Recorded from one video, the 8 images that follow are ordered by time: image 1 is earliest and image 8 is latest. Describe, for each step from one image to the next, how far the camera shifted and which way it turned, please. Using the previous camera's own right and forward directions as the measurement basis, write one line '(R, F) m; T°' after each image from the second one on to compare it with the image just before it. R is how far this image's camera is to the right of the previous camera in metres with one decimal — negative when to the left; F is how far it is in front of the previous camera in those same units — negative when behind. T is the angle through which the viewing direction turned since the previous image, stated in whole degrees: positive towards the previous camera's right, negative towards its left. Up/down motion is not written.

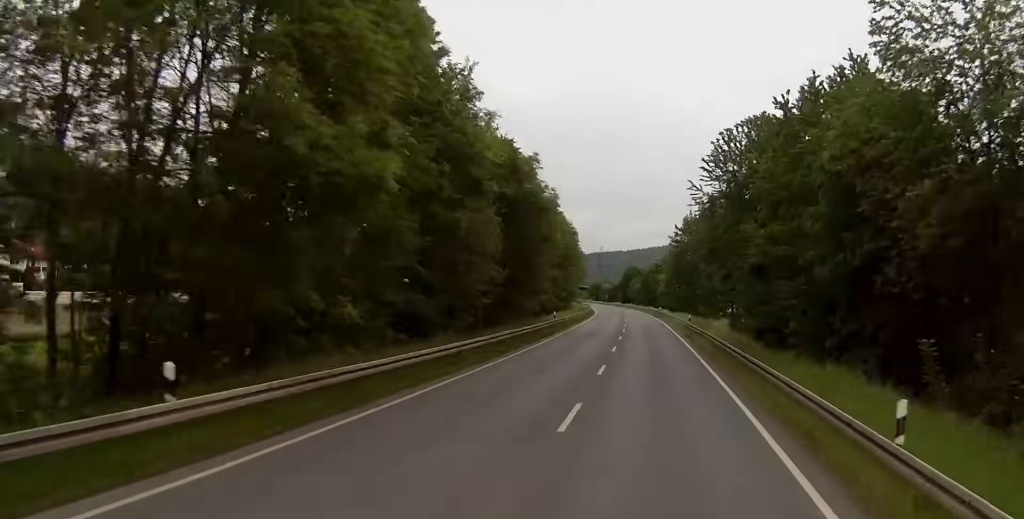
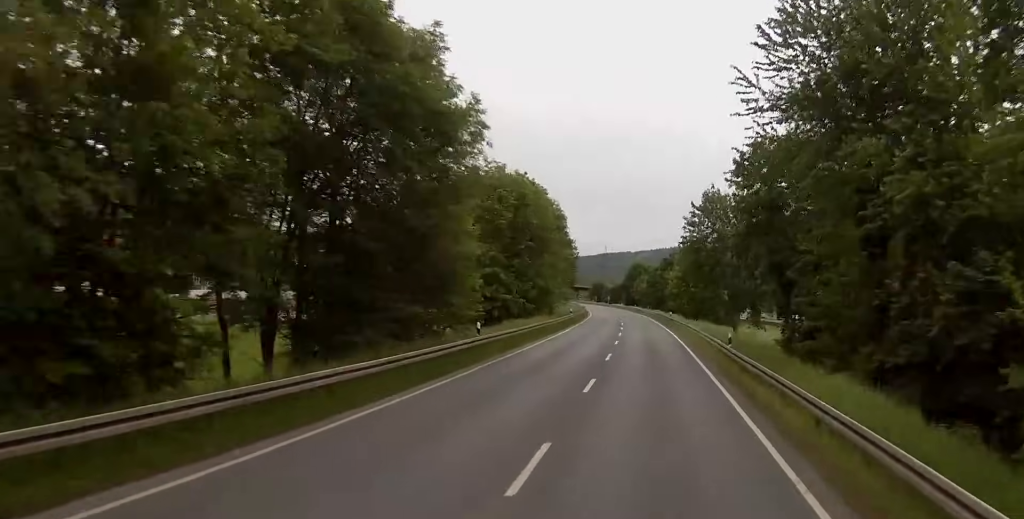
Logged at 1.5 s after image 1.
(-0.6, +28.9) m; -2°
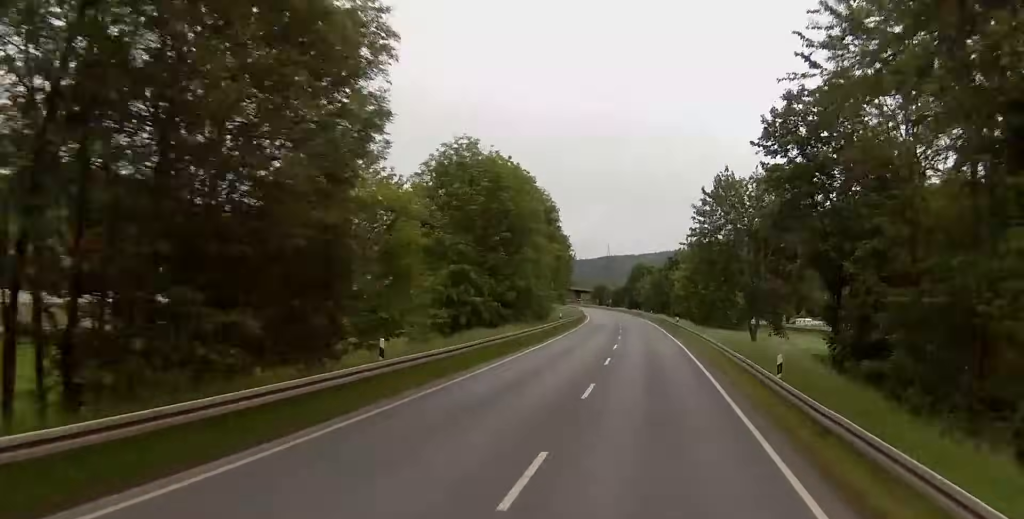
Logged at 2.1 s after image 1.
(-0.2, +12.5) m; 0°
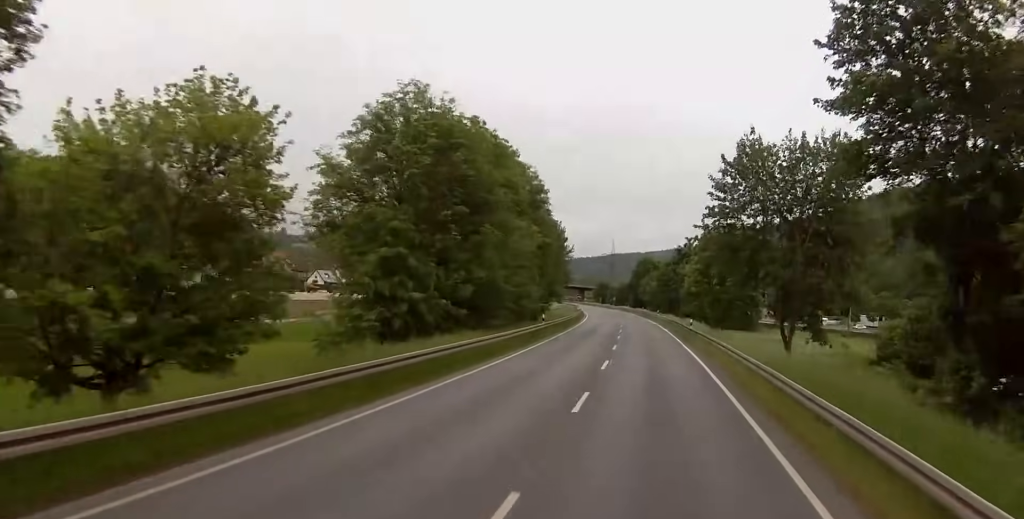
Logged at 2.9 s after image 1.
(+0.5, +15.1) m; 0°
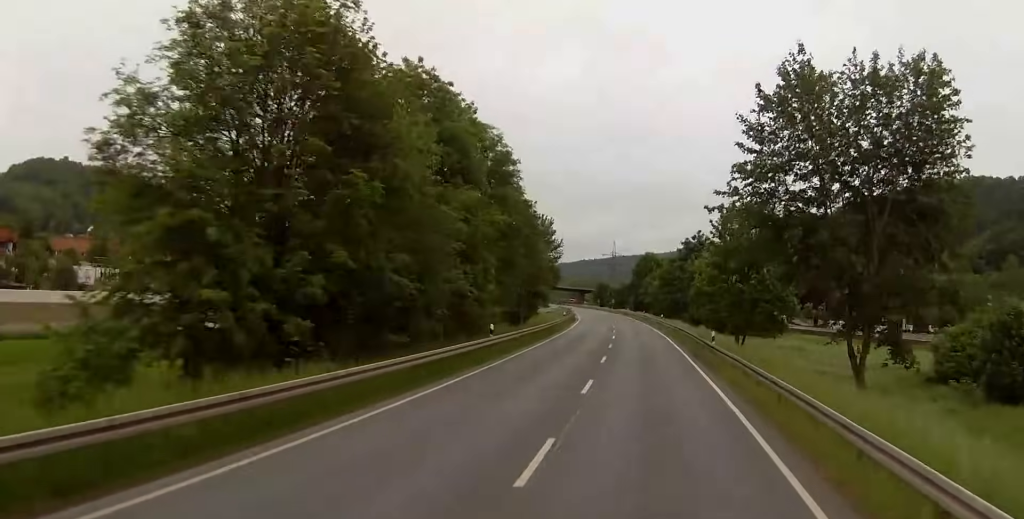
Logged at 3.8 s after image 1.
(-0.5, +19.0) m; 0°
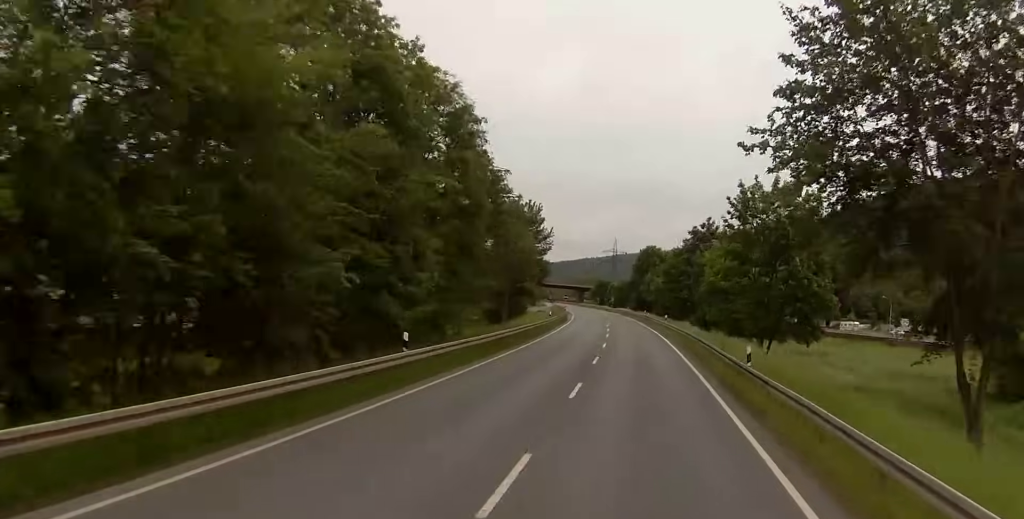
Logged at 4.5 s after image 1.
(+0.2, +13.8) m; 0°
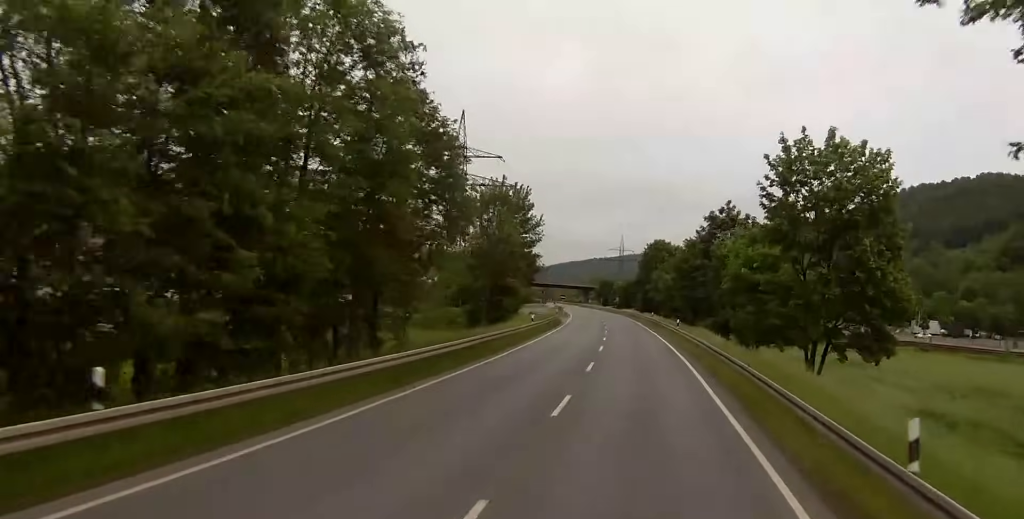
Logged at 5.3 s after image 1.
(0.0, +15.1) m; -1°
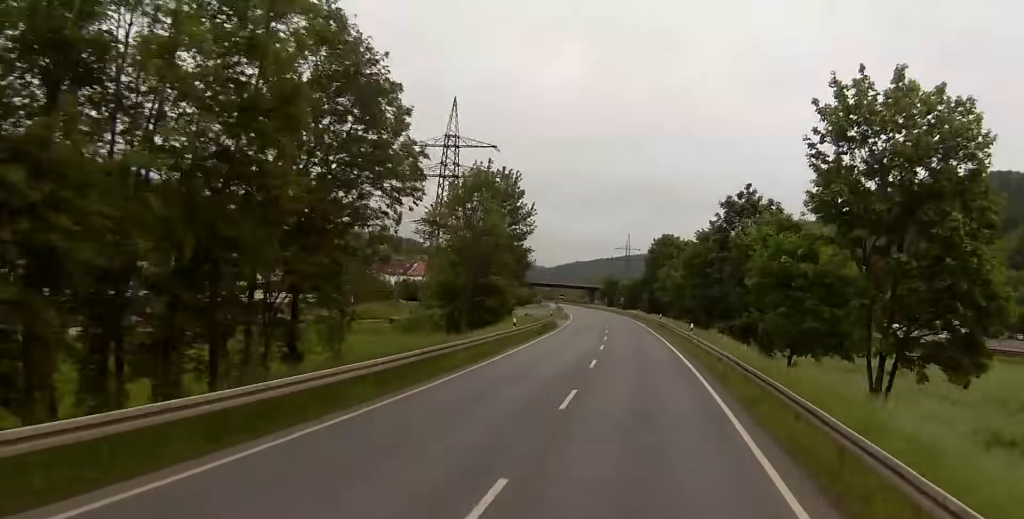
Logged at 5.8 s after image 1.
(-0.1, +10.5) m; -2°
